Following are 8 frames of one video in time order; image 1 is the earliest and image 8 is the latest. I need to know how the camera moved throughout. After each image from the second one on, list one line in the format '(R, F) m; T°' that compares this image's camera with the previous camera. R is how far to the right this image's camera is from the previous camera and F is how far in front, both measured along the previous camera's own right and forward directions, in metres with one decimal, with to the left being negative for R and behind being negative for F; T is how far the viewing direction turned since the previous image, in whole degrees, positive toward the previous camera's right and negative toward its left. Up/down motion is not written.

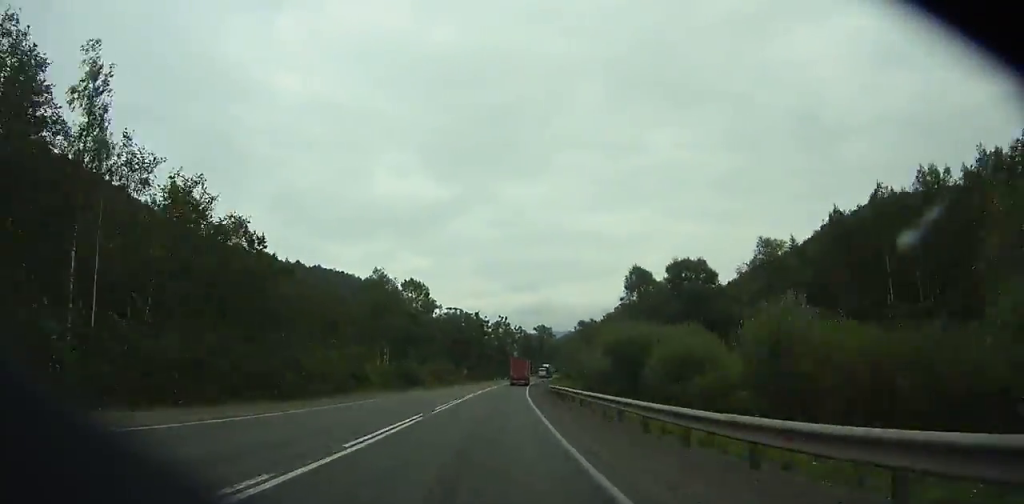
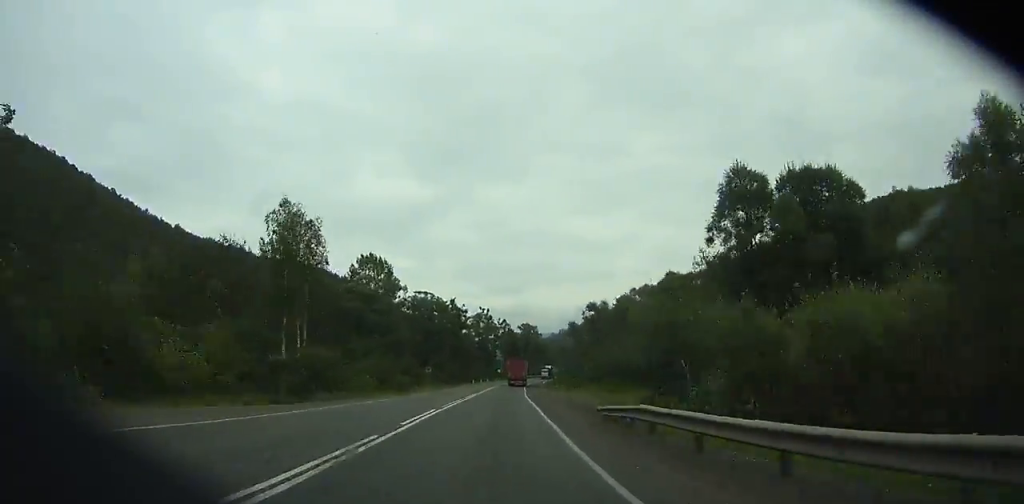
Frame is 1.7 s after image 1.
(+0.7, +31.0) m; +2°
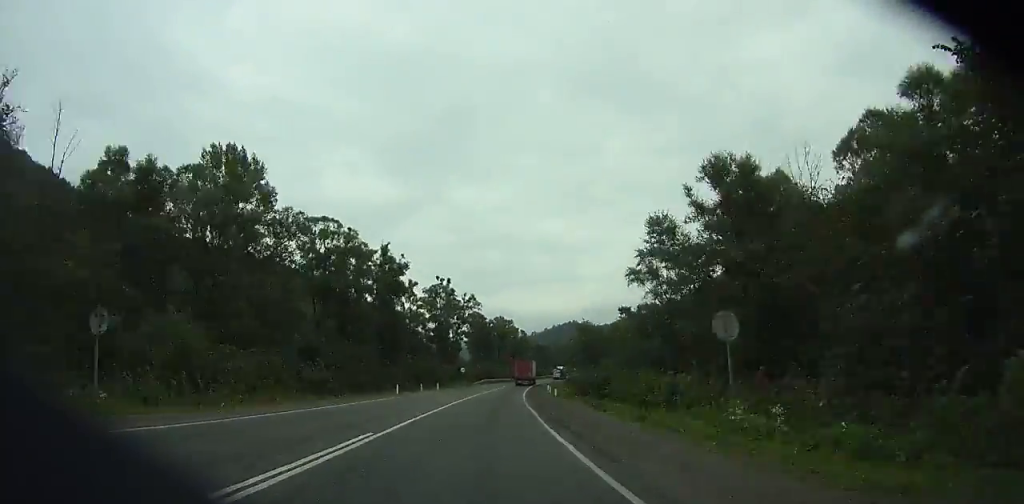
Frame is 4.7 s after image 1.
(+1.7, +56.0) m; +3°
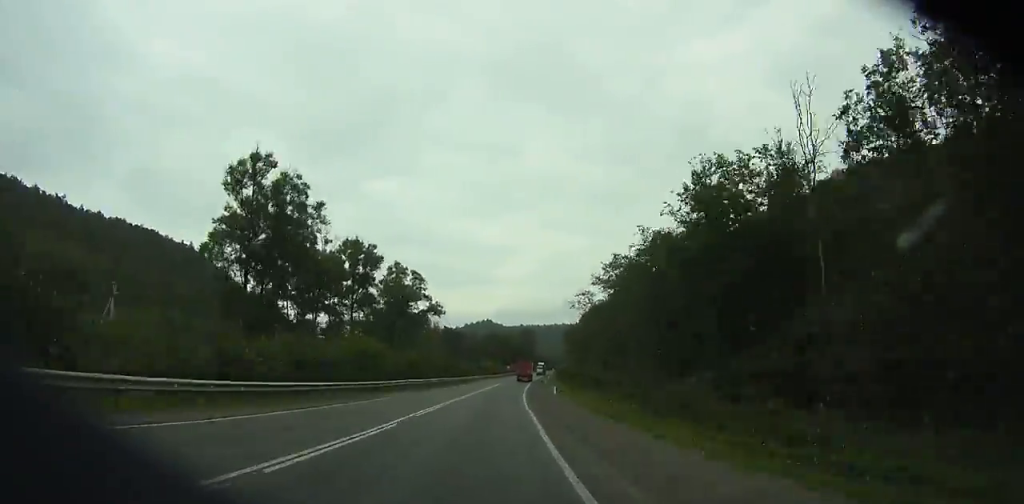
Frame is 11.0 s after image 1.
(+8.4, +121.7) m; +8°
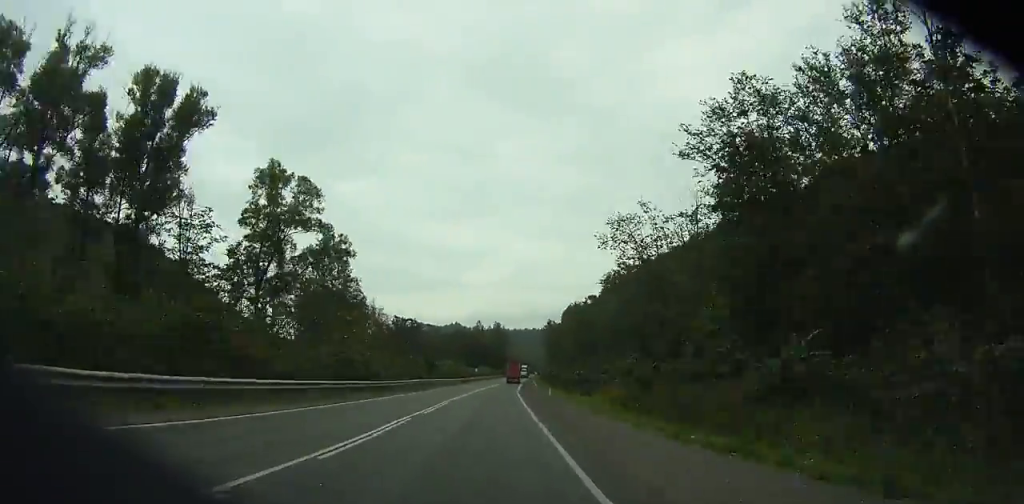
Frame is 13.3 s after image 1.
(+1.2, +46.2) m; +3°
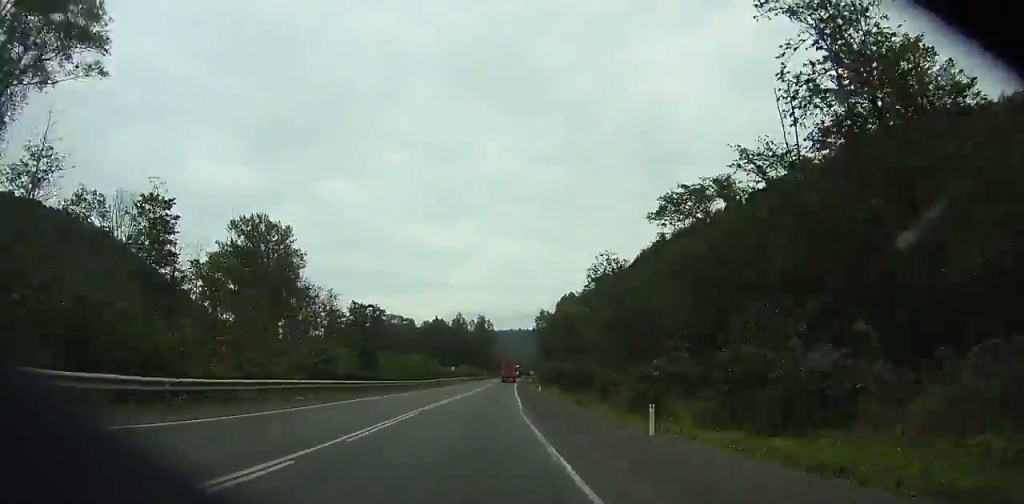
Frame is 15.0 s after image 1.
(+0.7, +34.9) m; +2°
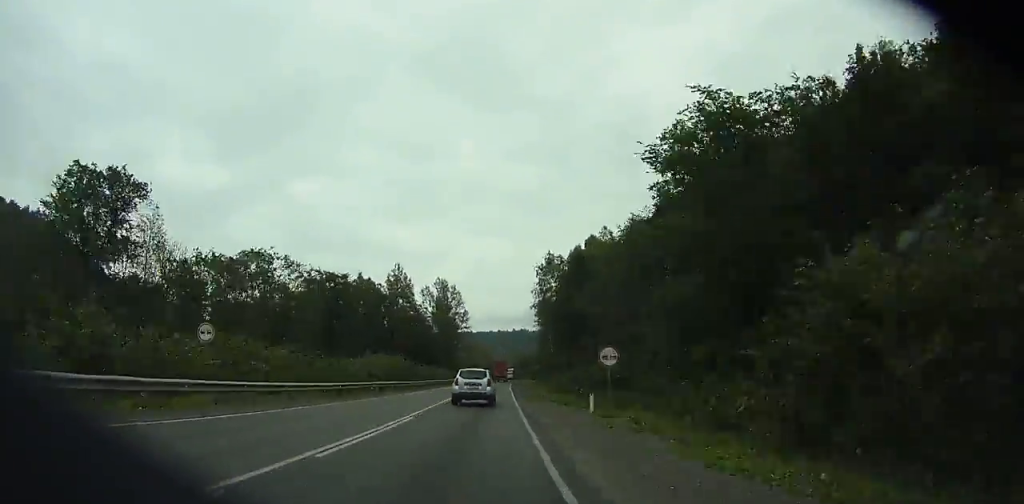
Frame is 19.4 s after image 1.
(+2.2, +95.0) m; +1°
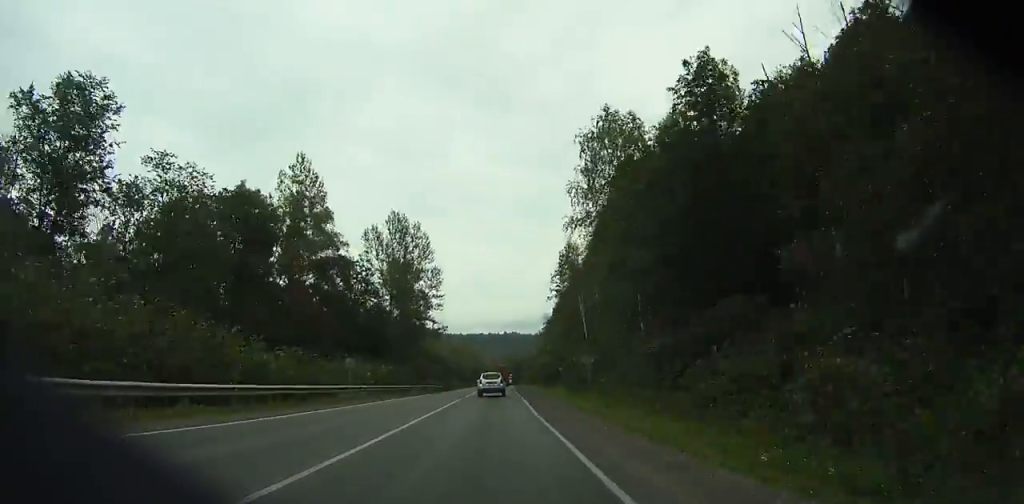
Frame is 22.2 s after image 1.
(-0.2, +63.3) m; 0°
